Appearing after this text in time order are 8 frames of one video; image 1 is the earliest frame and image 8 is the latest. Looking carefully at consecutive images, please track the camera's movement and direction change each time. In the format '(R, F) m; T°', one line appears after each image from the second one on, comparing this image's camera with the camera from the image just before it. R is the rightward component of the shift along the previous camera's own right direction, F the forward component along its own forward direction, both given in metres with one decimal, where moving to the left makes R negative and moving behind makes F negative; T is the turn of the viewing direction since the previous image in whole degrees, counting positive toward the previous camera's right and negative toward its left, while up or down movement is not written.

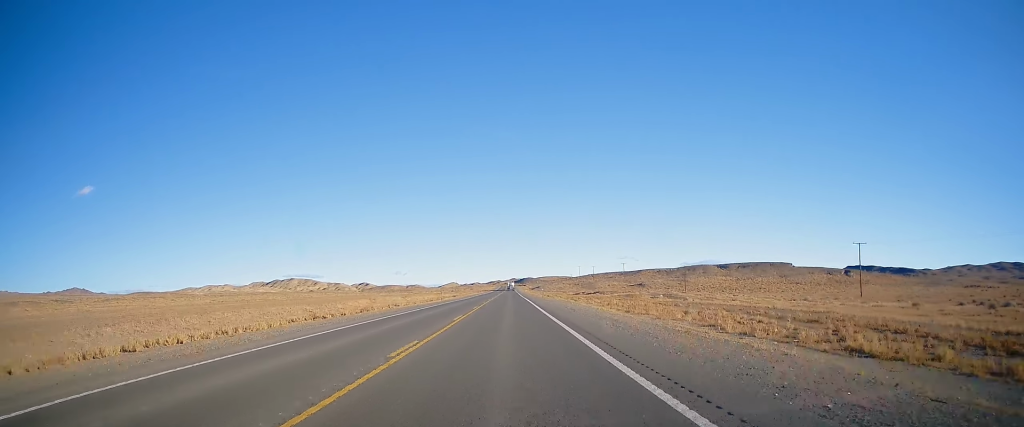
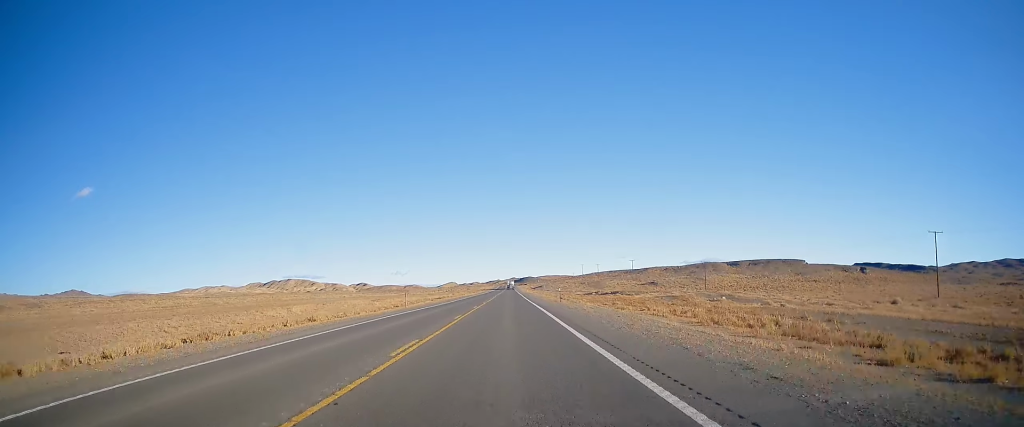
(+0.1, +24.1) m; +1°
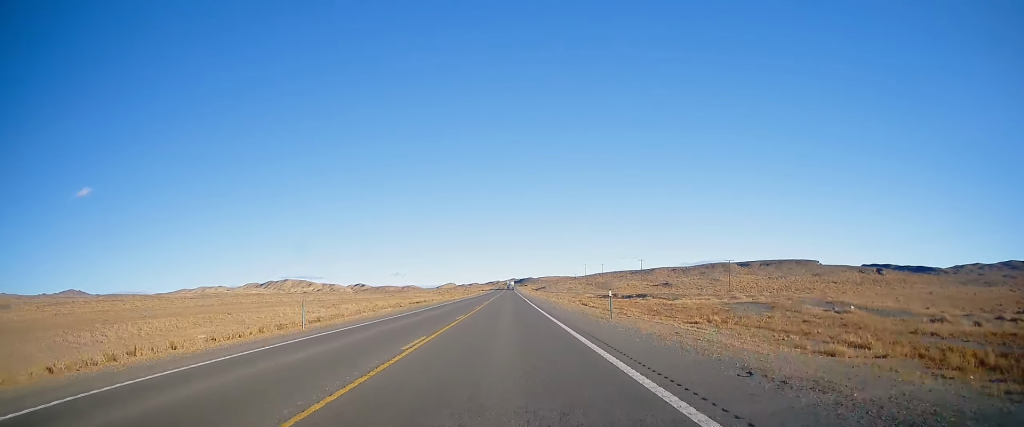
(+0.1, +23.0) m; 0°
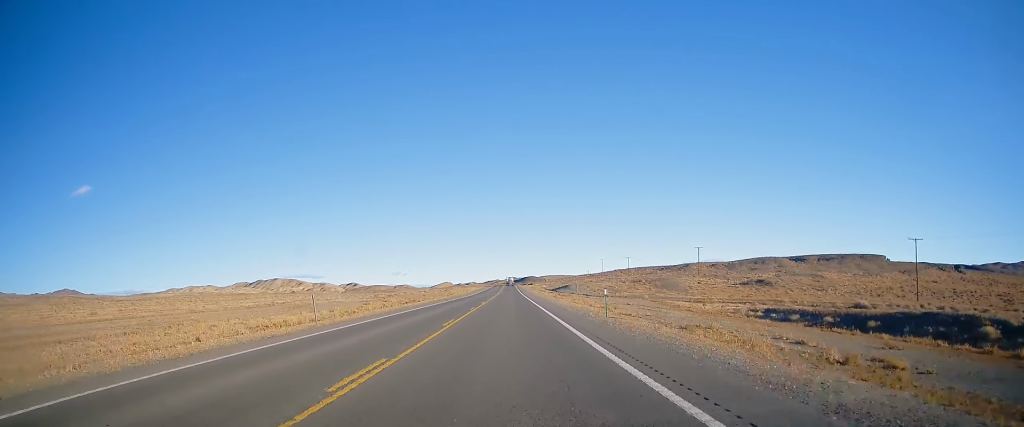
(-1.1, +89.6) m; 0°
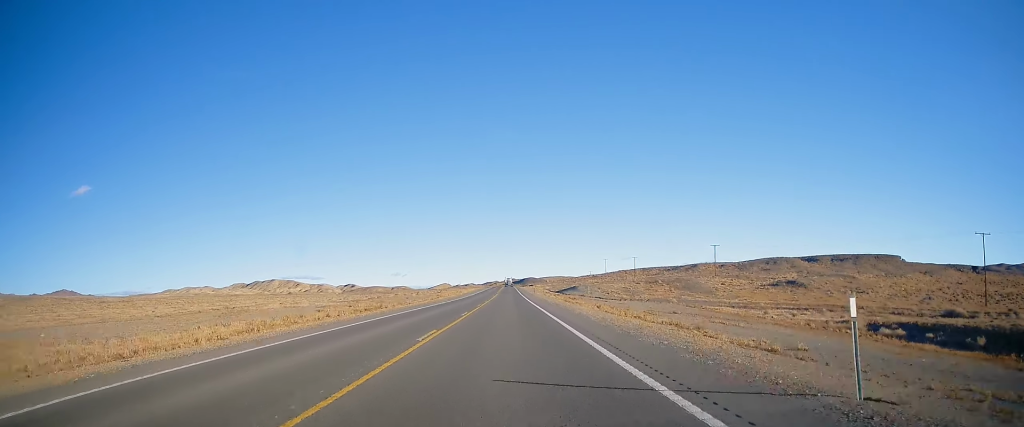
(-0.1, +17.5) m; 0°
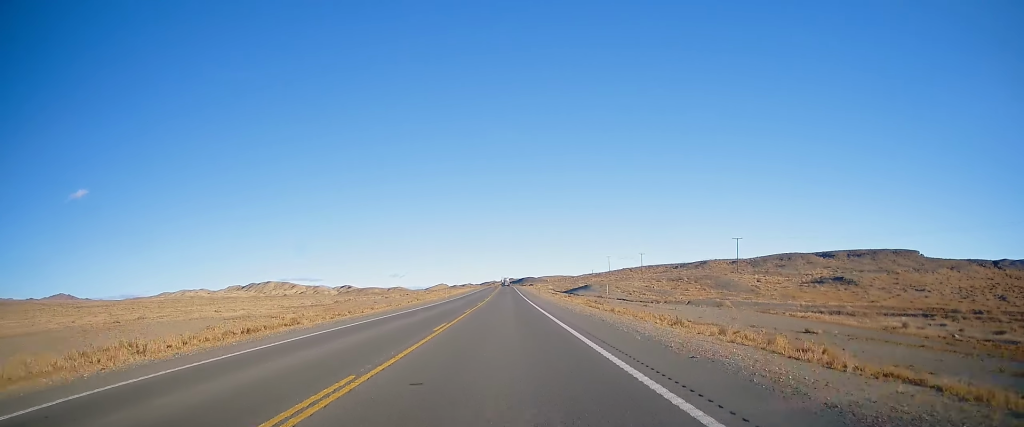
(+0.1, +20.8) m; 0°
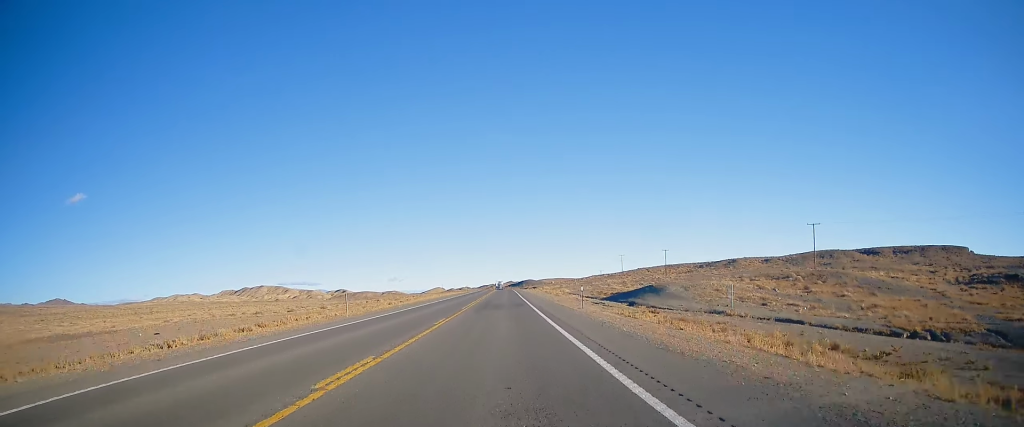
(0.0, +46.3) m; -1°
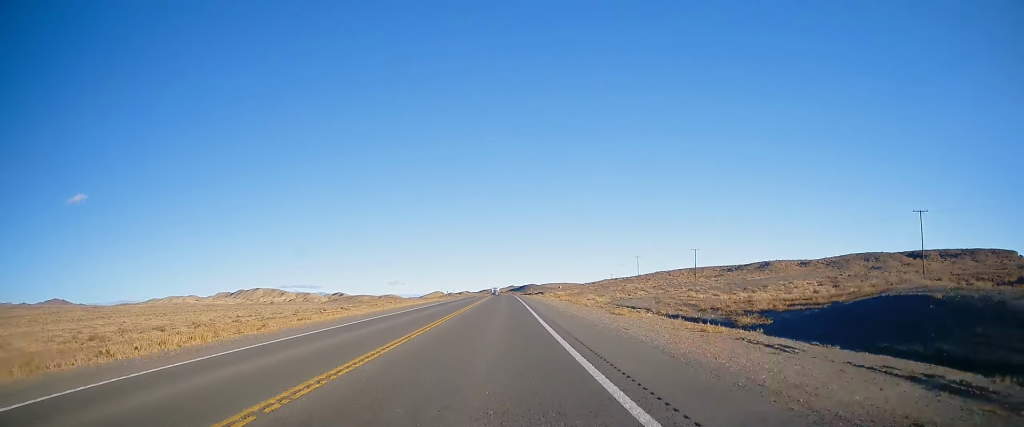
(-0.1, +37.6) m; 0°
